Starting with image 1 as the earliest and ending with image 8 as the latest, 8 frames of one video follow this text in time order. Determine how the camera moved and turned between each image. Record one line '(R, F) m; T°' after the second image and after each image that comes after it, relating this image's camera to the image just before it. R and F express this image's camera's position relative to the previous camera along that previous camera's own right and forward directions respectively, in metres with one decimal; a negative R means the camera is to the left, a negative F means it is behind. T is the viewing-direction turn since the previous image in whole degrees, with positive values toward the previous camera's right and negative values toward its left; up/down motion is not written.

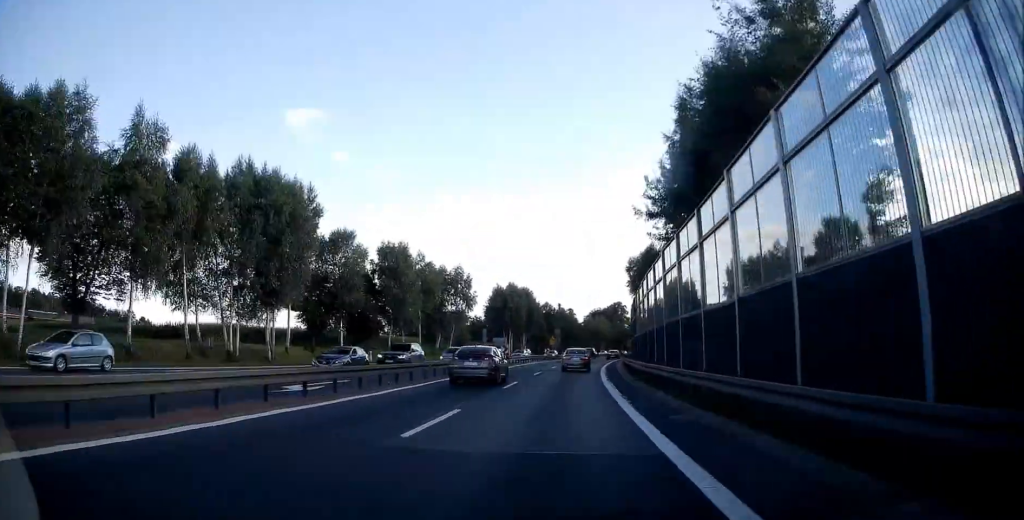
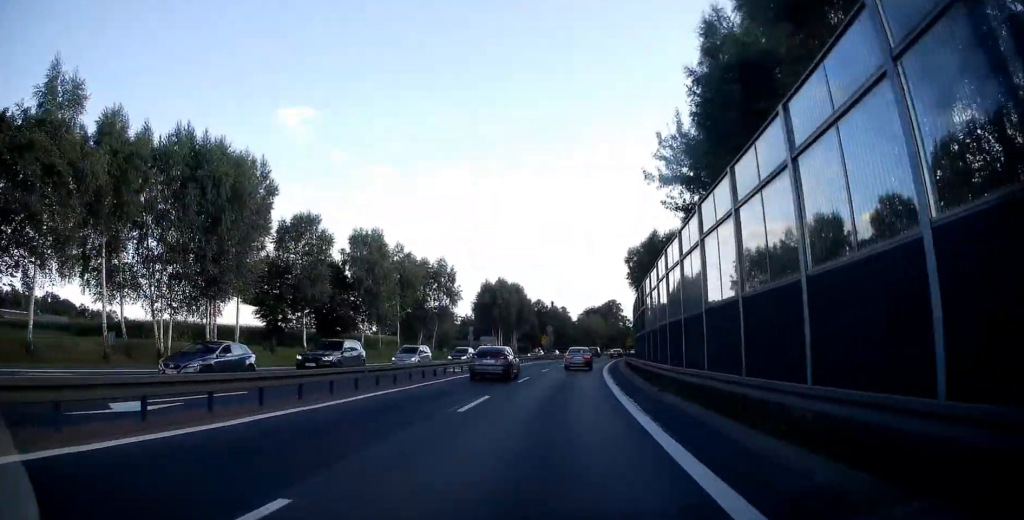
(0.0, +7.3) m; +1°
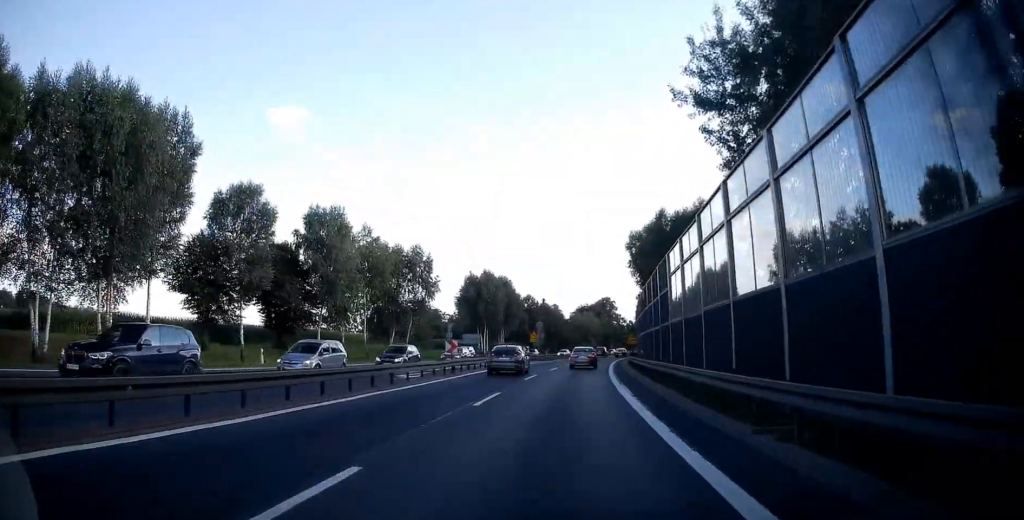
(0.0, +9.9) m; +1°
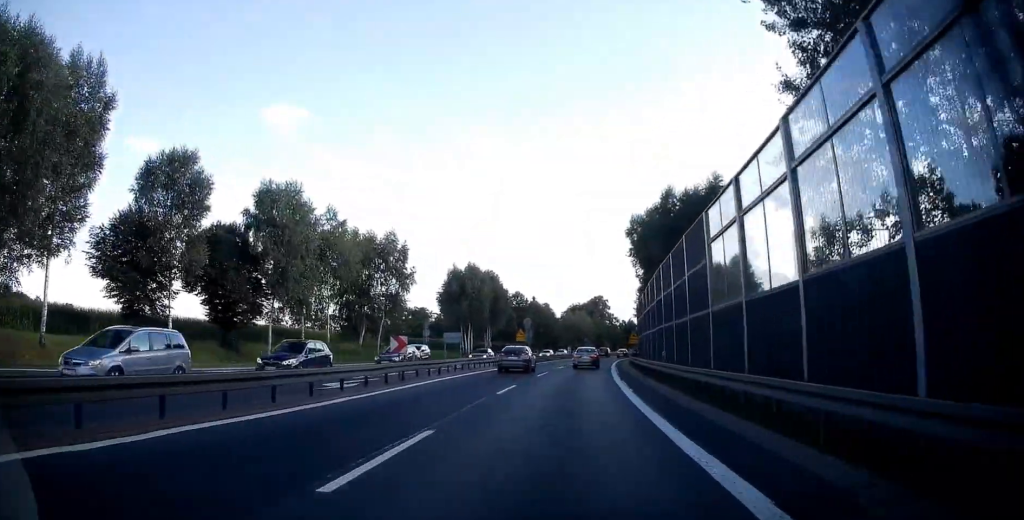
(+0.1, +8.5) m; +1°
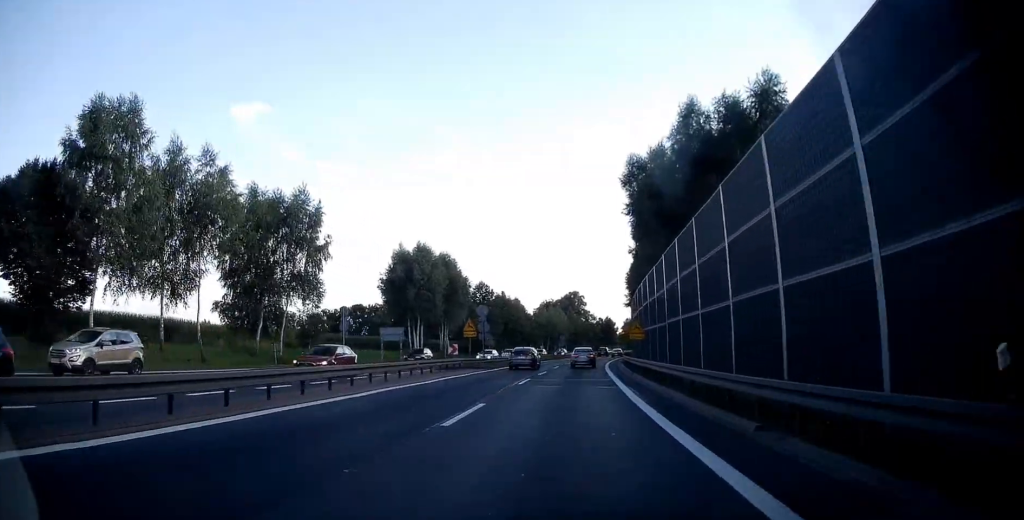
(+0.4, +18.9) m; +2°
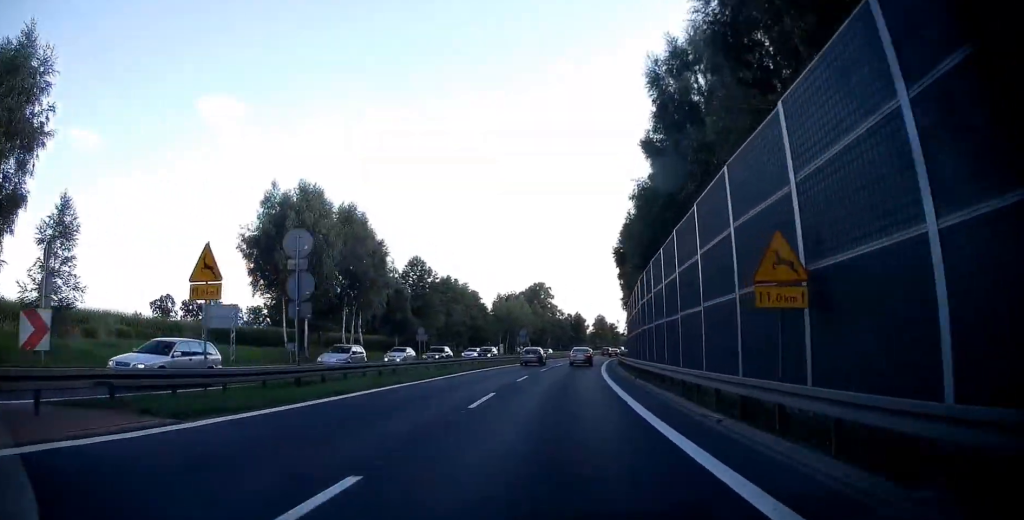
(+0.6, +29.7) m; +3°
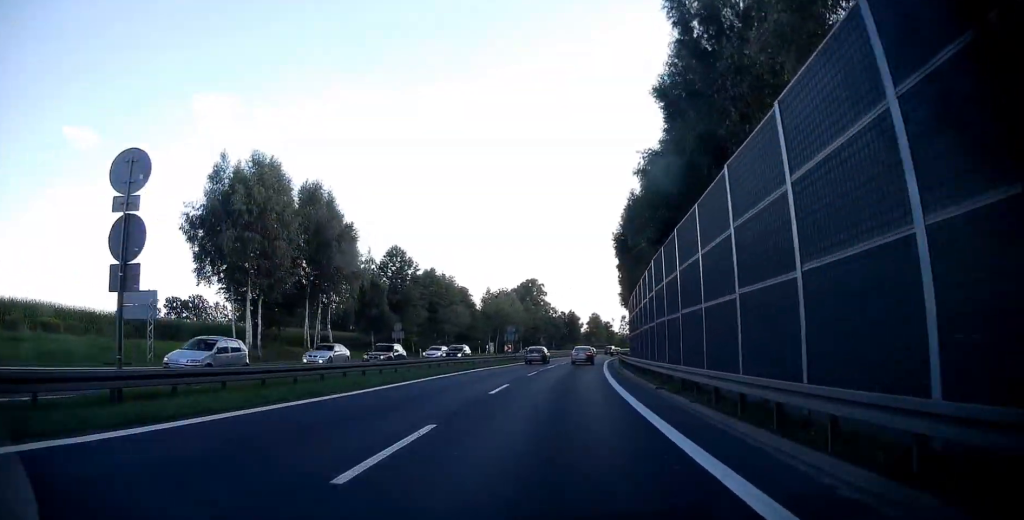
(+0.1, +8.0) m; +1°
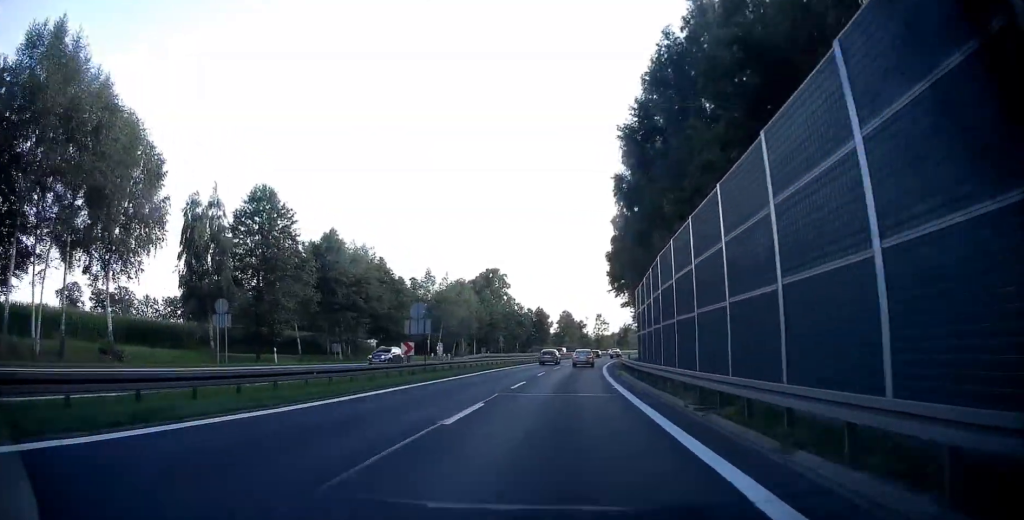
(+0.8, +30.7) m; +3°
